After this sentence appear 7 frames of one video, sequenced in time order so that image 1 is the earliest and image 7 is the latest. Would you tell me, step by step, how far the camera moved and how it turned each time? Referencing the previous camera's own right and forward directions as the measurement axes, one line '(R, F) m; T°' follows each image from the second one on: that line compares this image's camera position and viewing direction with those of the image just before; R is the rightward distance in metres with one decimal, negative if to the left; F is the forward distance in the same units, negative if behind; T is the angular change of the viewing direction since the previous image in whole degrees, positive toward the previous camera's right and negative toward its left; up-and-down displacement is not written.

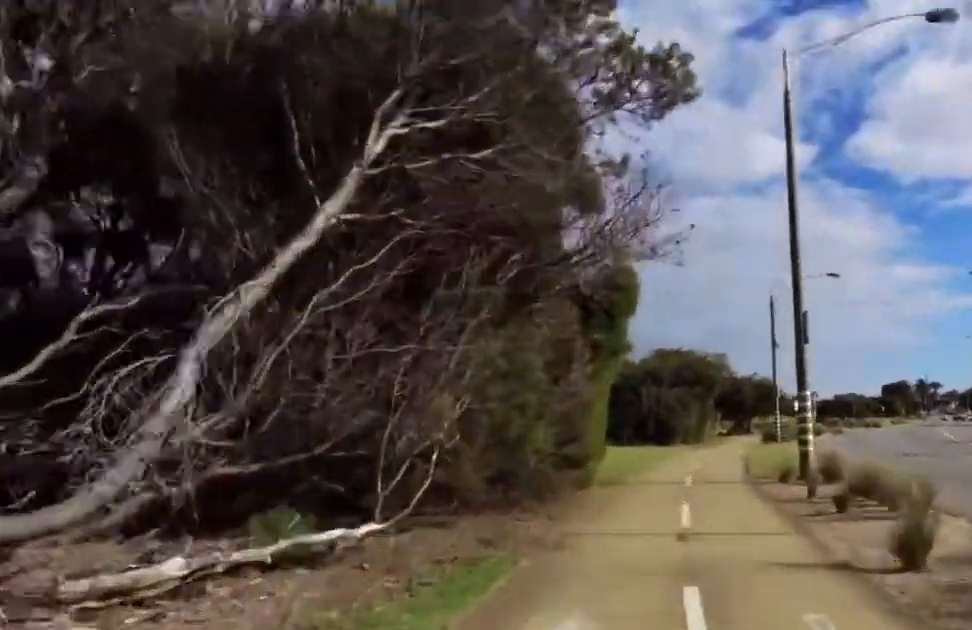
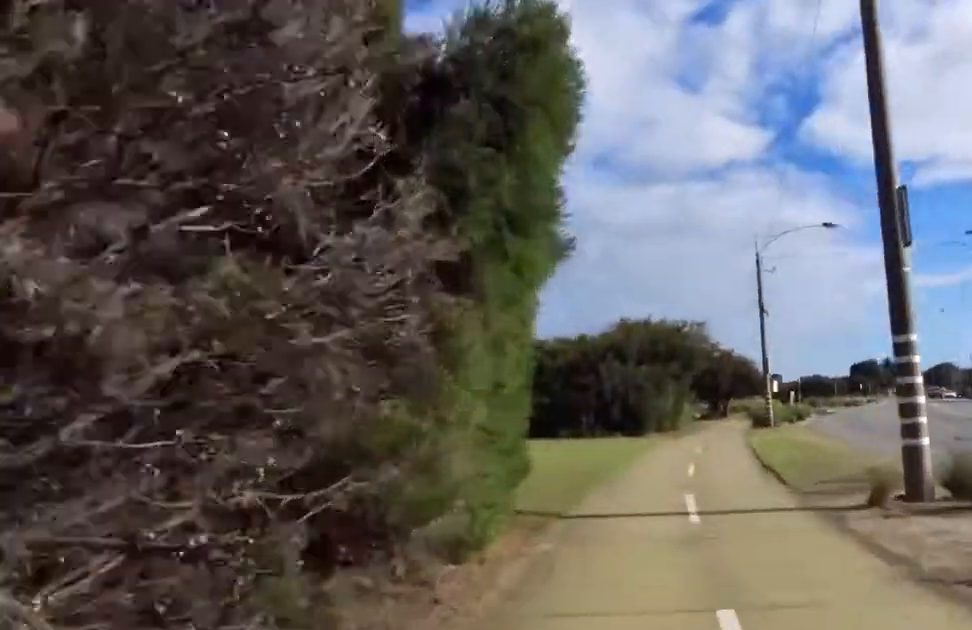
(0.0, +6.9) m; +2°
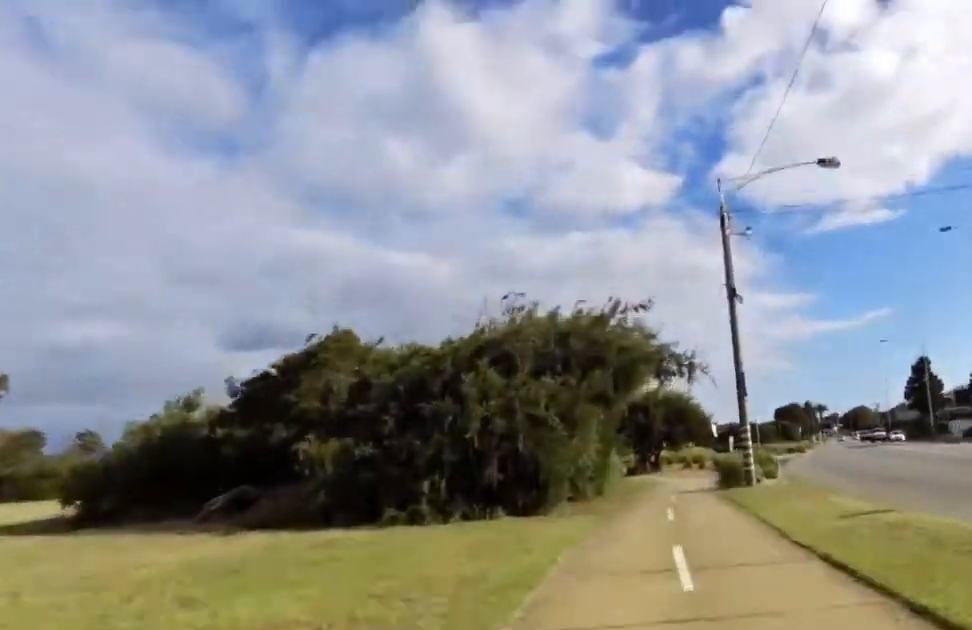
(+0.7, +11.7) m; +7°
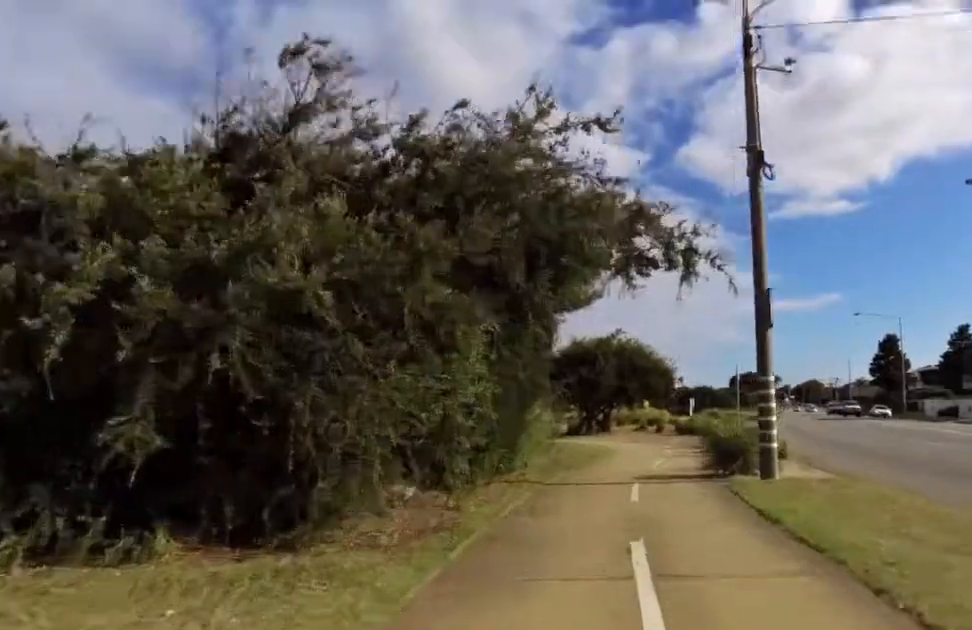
(+0.5, +8.3) m; +2°
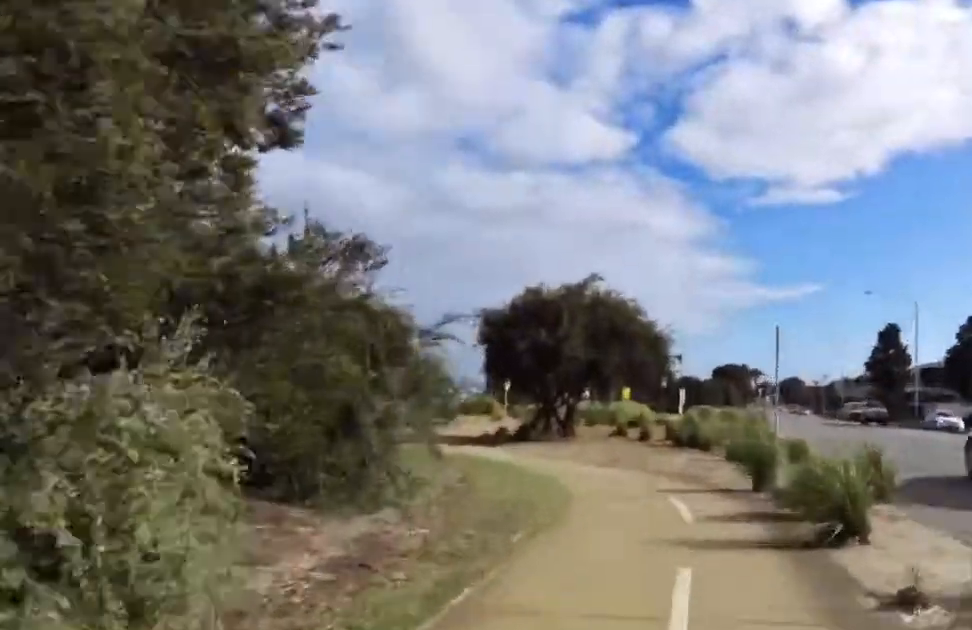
(-0.4, +10.5) m; -5°
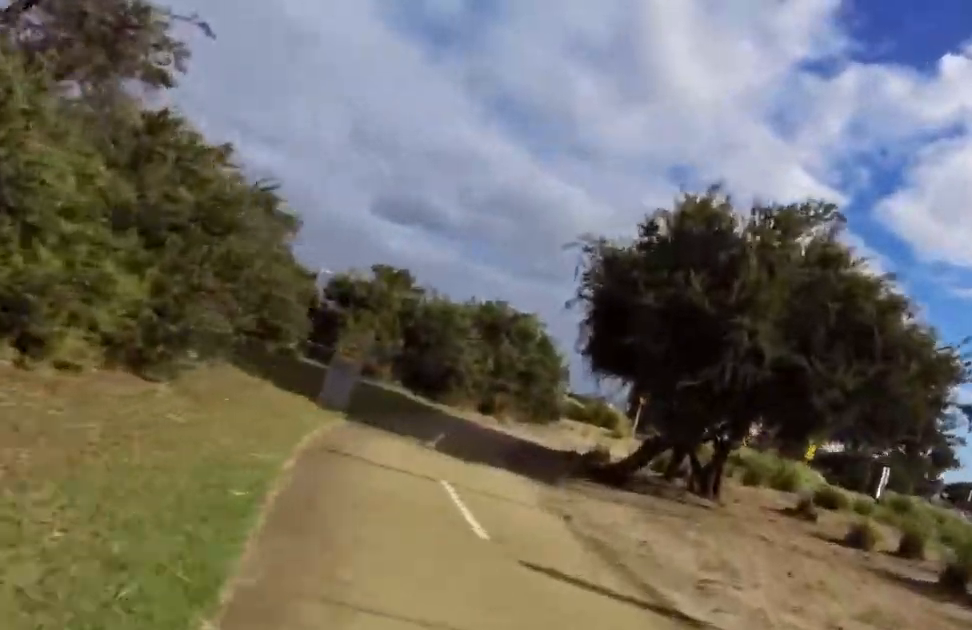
(-0.1, +11.7) m; -4°
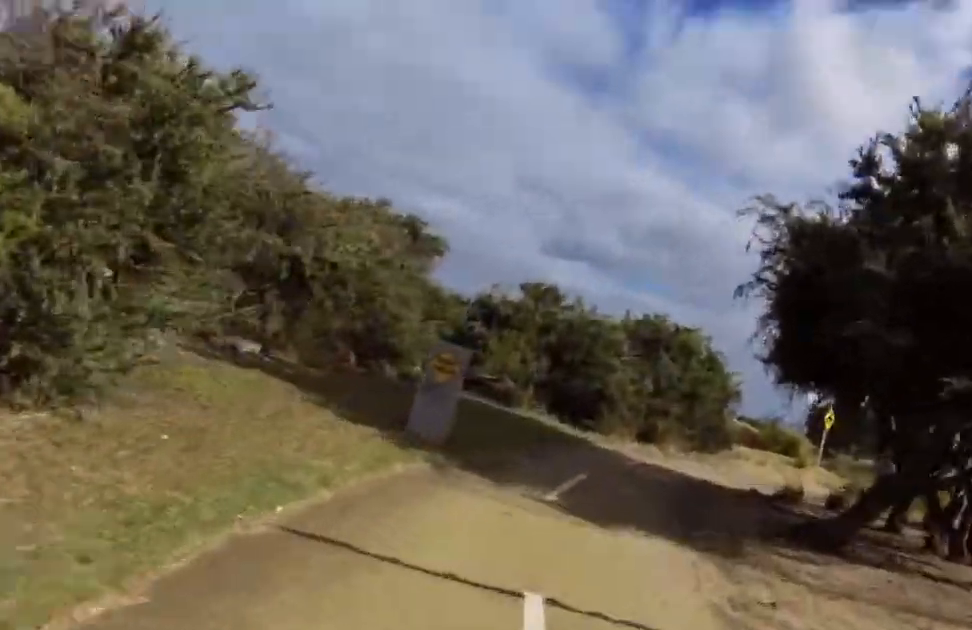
(-0.3, +3.2) m; 0°
